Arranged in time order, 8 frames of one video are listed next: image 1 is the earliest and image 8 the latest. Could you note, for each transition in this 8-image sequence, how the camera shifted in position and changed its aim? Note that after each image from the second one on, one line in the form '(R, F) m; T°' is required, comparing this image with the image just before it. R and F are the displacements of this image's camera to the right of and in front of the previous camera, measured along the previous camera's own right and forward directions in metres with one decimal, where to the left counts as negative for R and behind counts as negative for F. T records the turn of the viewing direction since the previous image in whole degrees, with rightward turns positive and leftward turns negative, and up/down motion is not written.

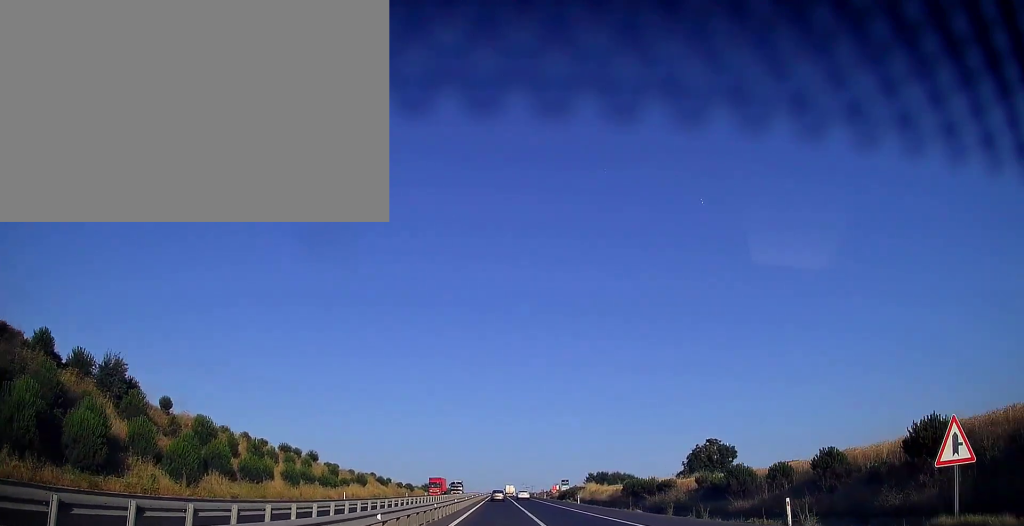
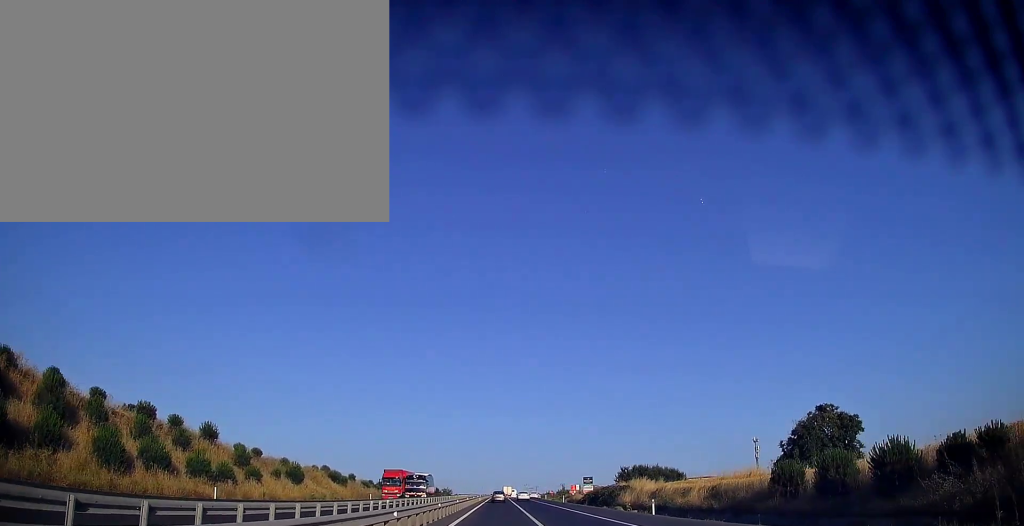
(+0.1, +32.5) m; 0°
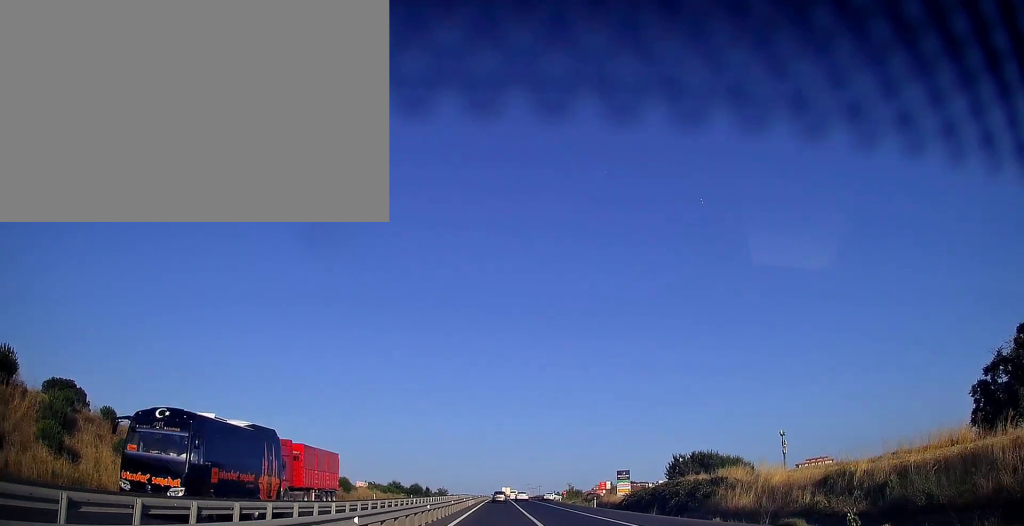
(0.0, +29.2) m; 0°
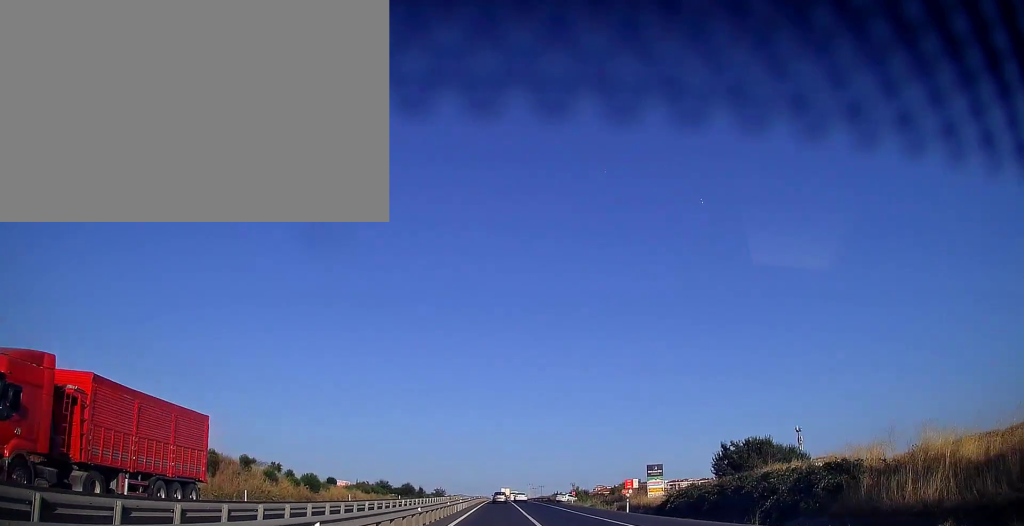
(-0.1, +14.6) m; 0°
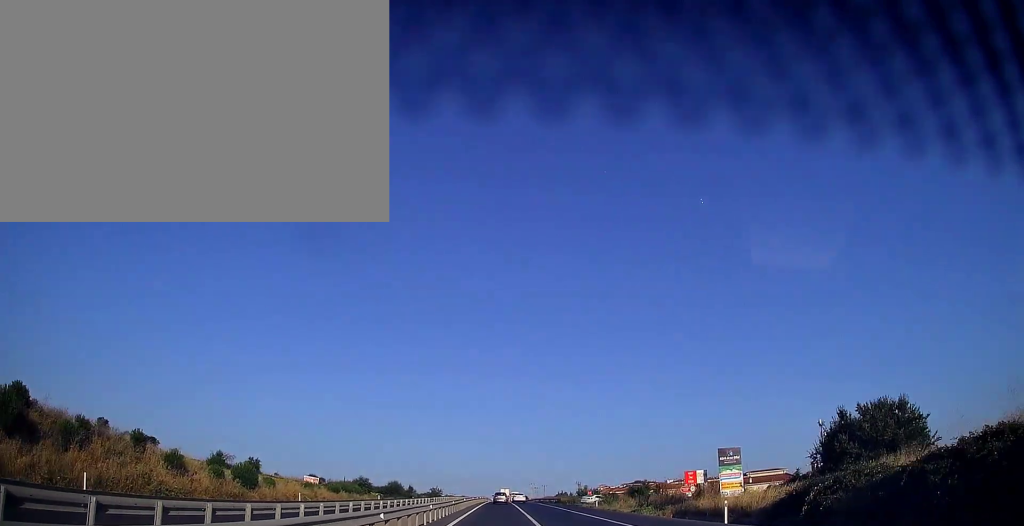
(0.0, +18.7) m; 0°
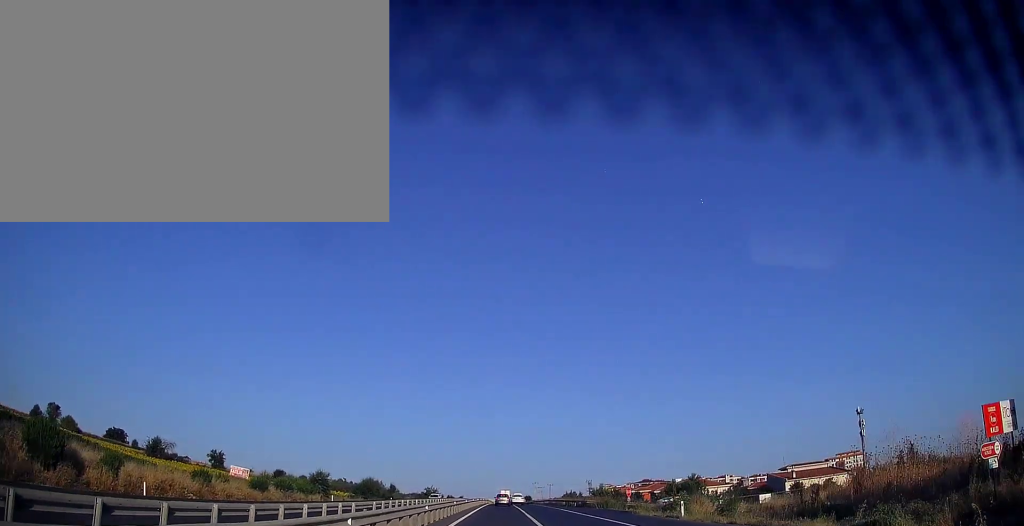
(0.0, +26.0) m; 0°
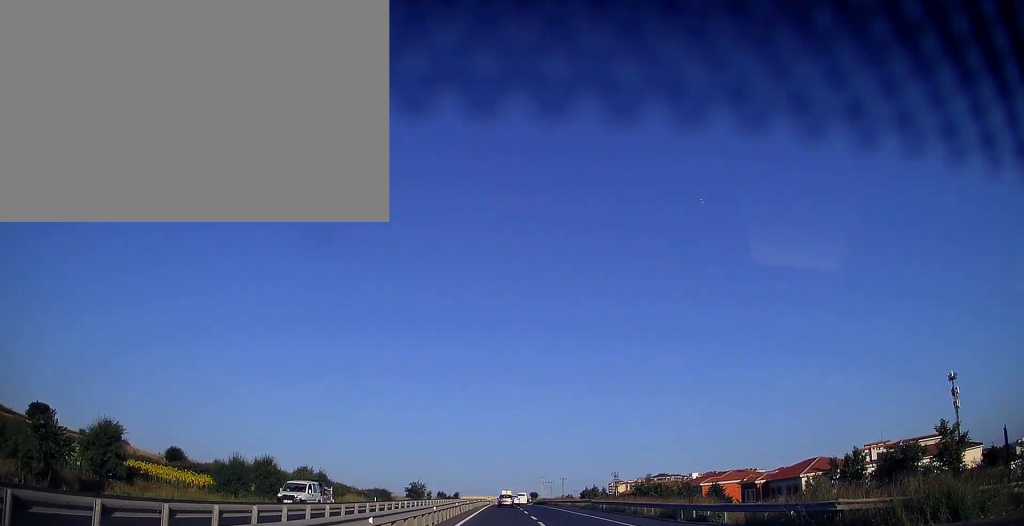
(+0.2, +48.2) m; 0°
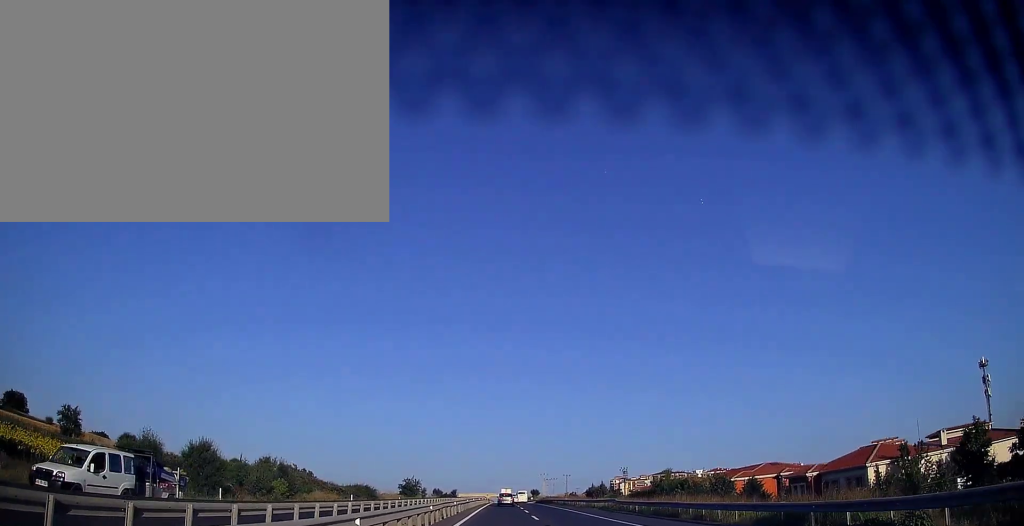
(0.0, +12.2) m; 0°
